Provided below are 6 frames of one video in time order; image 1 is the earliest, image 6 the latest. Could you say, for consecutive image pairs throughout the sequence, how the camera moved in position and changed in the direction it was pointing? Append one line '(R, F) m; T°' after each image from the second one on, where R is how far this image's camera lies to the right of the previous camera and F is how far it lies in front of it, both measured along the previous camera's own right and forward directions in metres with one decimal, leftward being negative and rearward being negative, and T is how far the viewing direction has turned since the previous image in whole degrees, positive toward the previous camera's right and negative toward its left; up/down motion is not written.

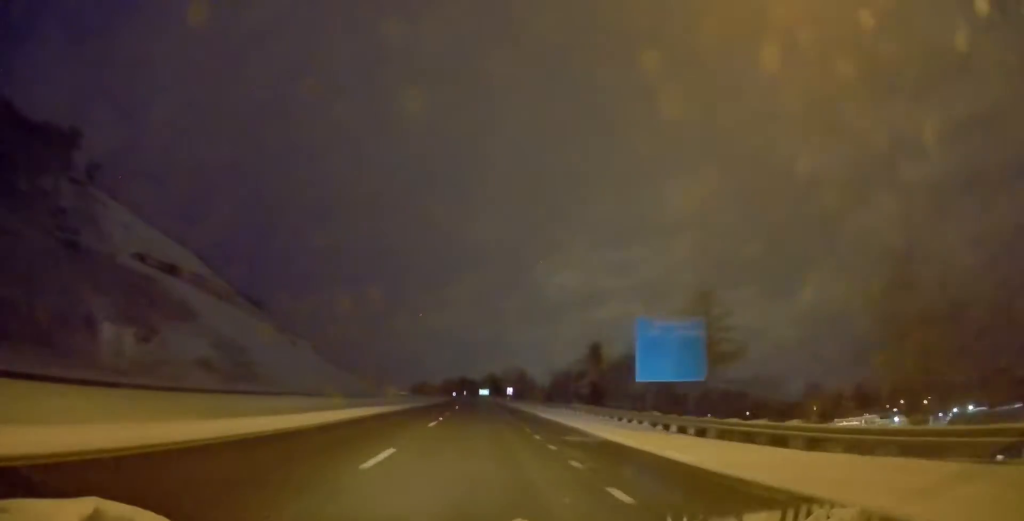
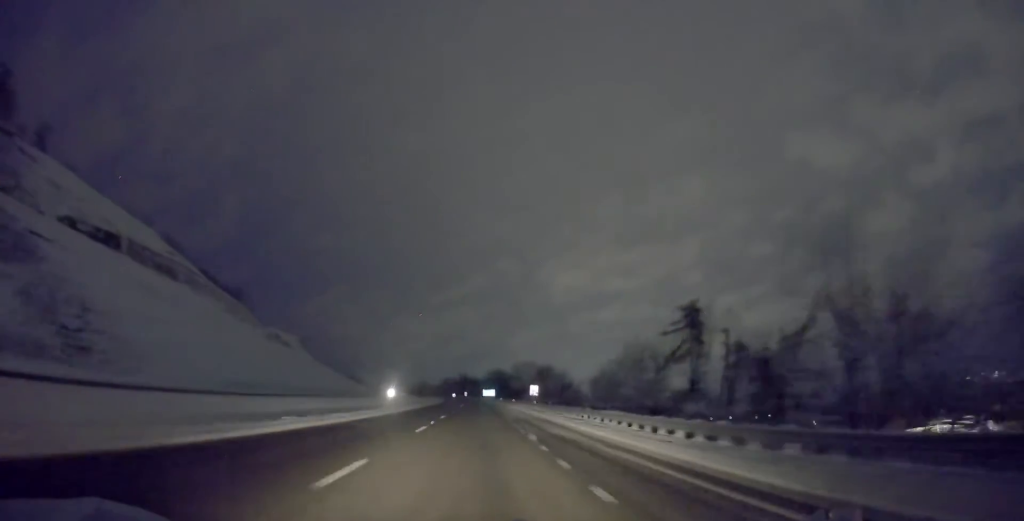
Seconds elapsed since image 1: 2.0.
(-0.5, +51.1) m; -1°
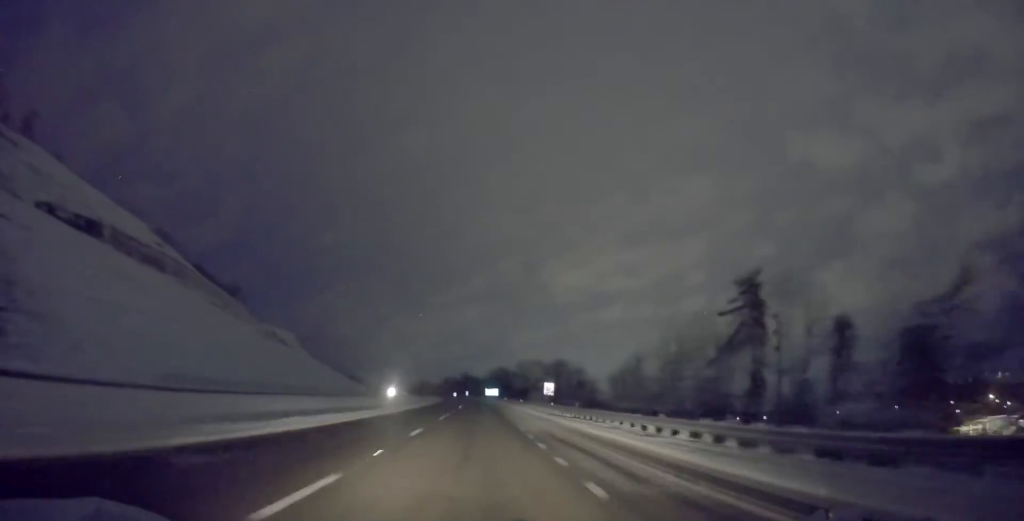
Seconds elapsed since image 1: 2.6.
(0.0, +14.2) m; 0°
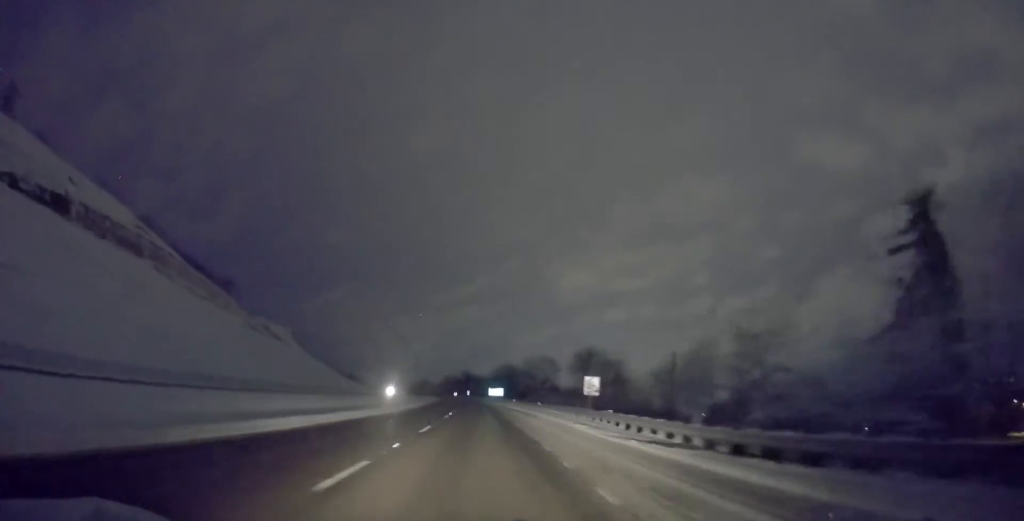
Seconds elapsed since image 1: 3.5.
(0.0, +22.6) m; -1°
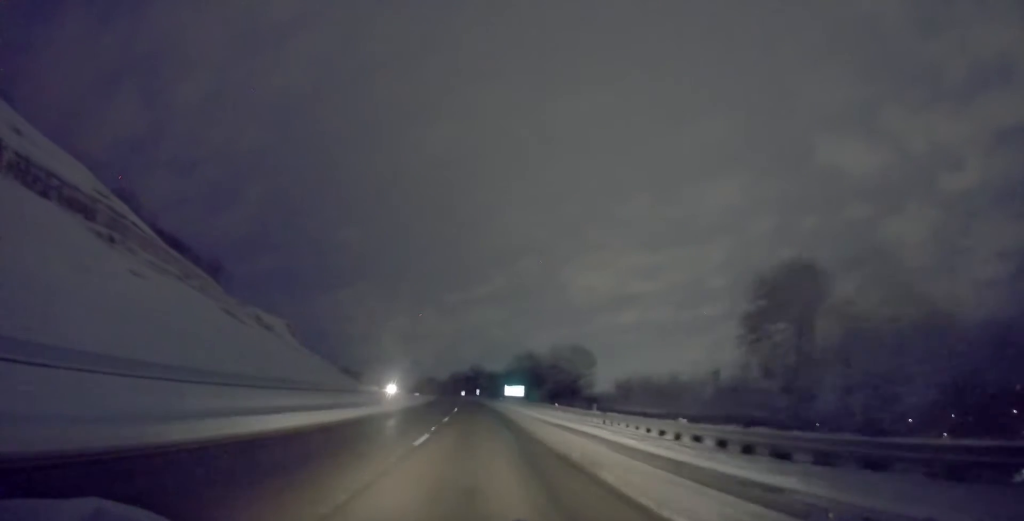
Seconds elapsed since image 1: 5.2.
(-0.3, +41.7) m; 0°
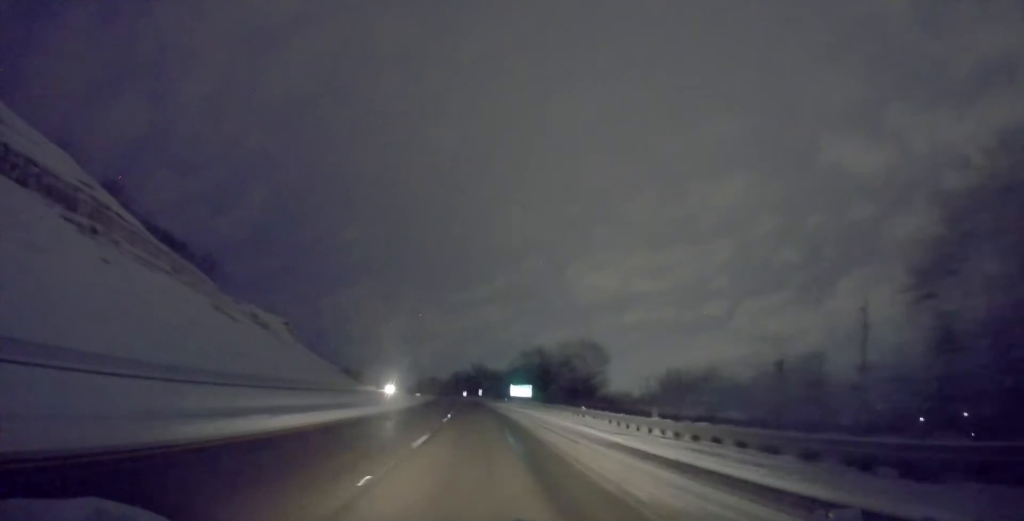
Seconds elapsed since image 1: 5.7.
(+0.2, +12.5) m; 0°
